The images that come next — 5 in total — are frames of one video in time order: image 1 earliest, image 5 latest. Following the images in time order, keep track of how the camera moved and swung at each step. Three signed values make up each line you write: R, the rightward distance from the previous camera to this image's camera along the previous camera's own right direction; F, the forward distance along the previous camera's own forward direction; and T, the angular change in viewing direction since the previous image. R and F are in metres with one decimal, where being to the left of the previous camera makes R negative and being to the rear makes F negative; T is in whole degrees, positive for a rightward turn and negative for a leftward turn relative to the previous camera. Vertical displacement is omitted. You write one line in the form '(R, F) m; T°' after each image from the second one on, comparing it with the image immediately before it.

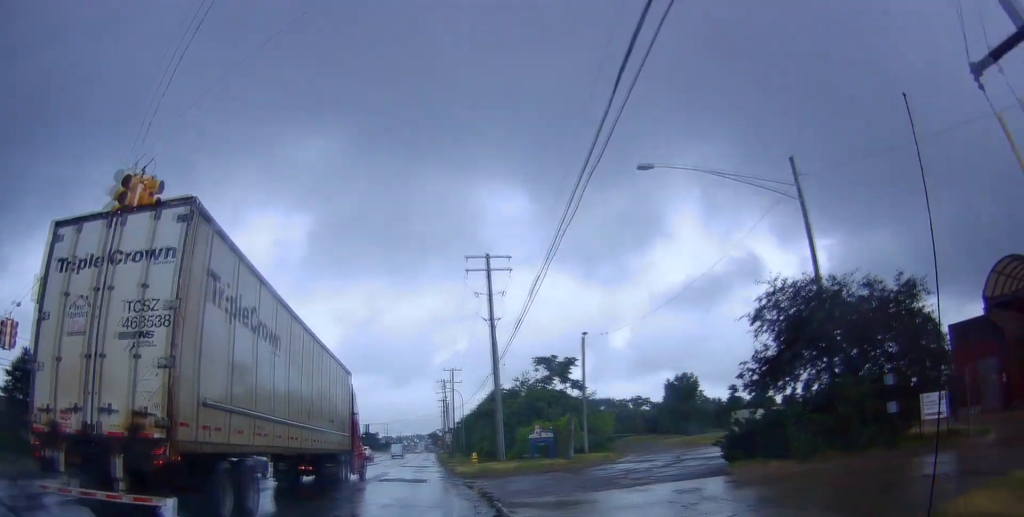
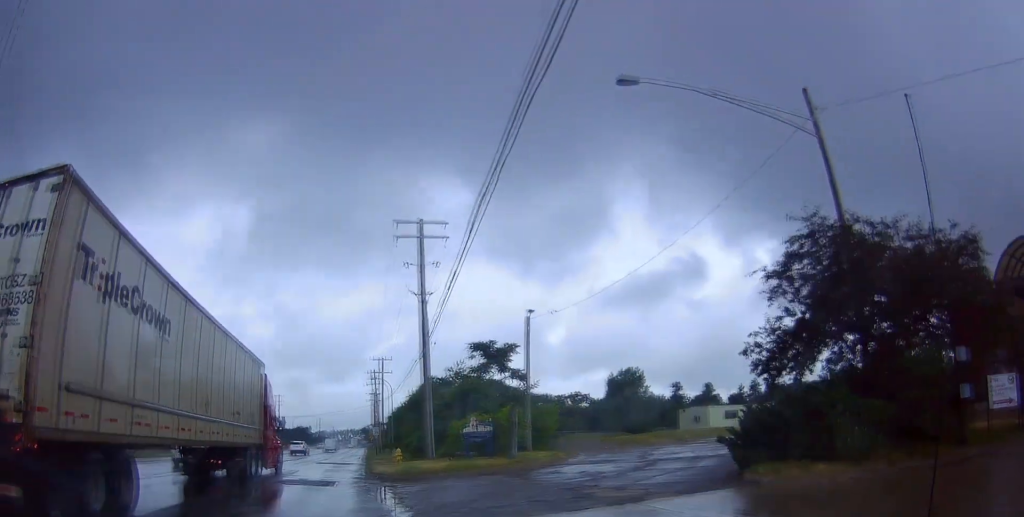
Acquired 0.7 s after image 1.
(+0.1, +6.1) m; +2°
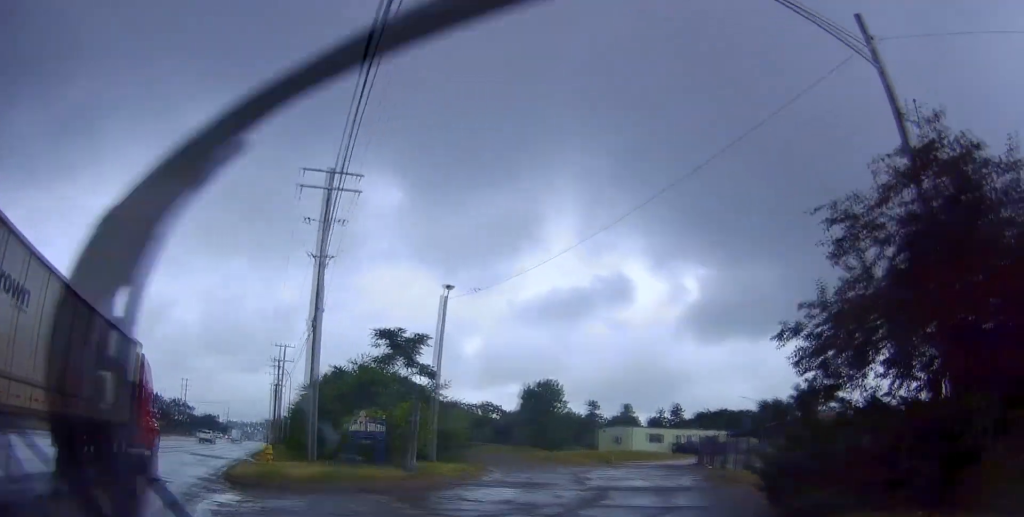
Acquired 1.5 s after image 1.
(0.0, +7.1) m; +3°
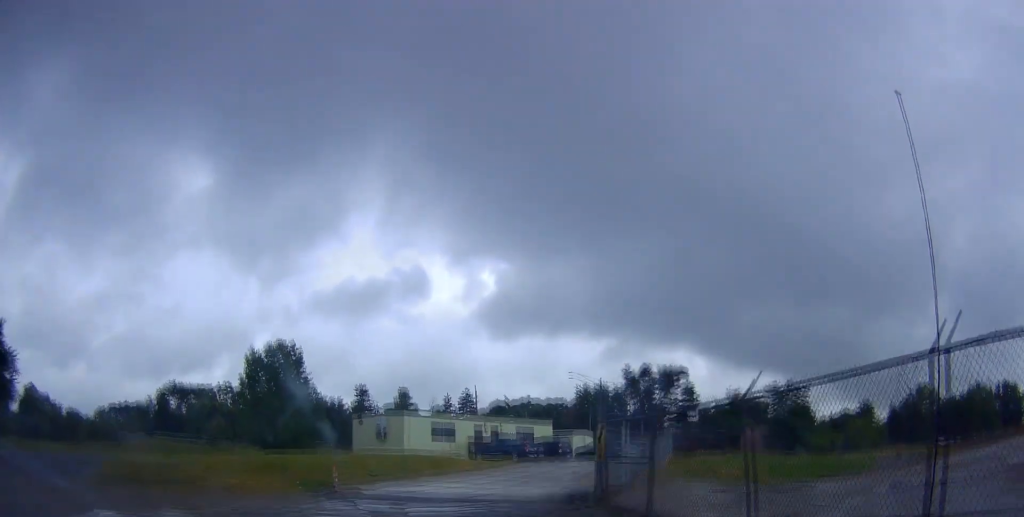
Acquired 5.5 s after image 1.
(+8.3, +29.0) m; +27°
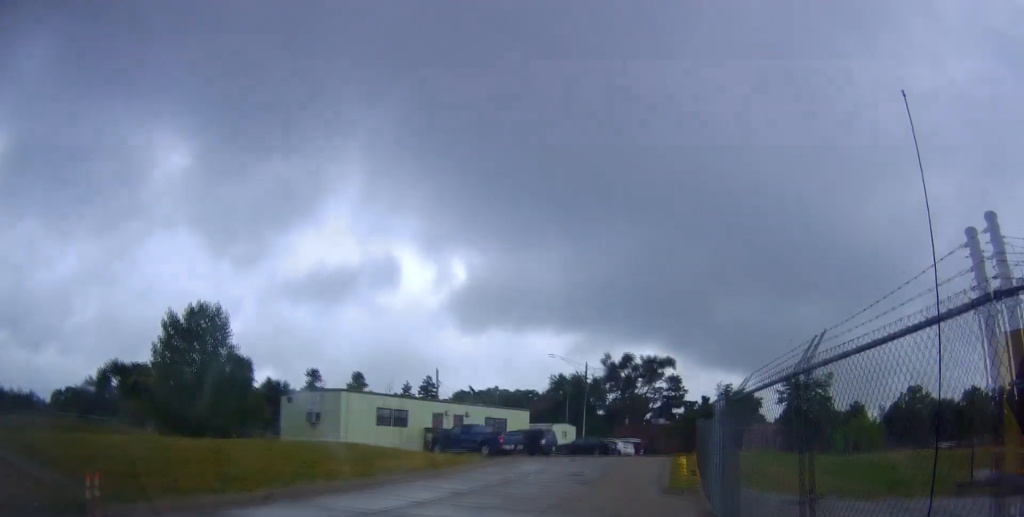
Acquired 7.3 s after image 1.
(+0.7, +13.2) m; +4°
